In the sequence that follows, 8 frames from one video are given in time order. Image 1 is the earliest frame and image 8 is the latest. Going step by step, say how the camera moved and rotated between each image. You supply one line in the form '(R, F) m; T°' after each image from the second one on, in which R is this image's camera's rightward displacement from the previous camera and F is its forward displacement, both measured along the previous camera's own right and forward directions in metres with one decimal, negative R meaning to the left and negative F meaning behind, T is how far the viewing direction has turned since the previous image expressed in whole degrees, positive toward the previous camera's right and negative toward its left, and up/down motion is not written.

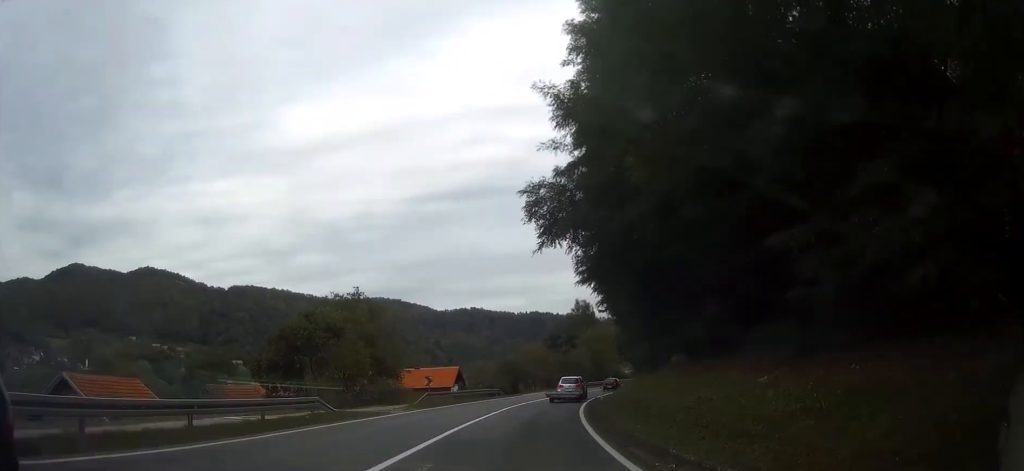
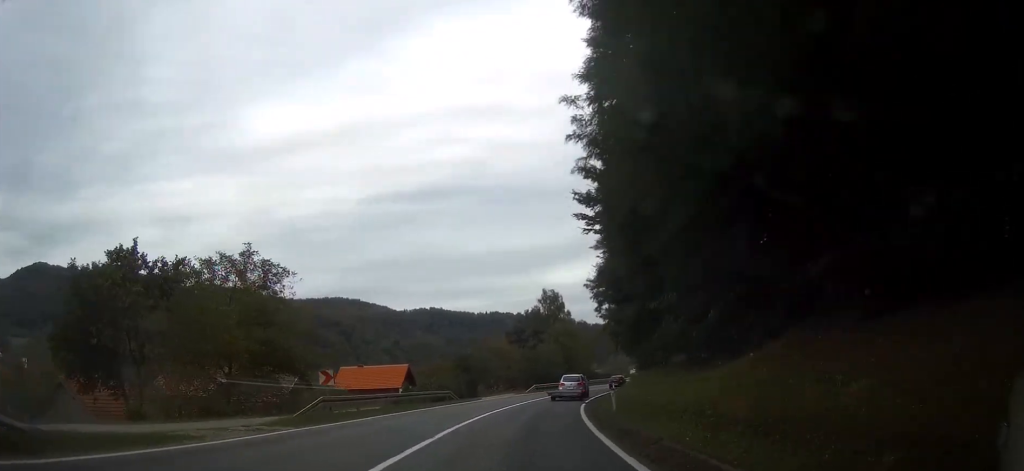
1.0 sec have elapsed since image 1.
(+0.4, +16.2) m; +3°
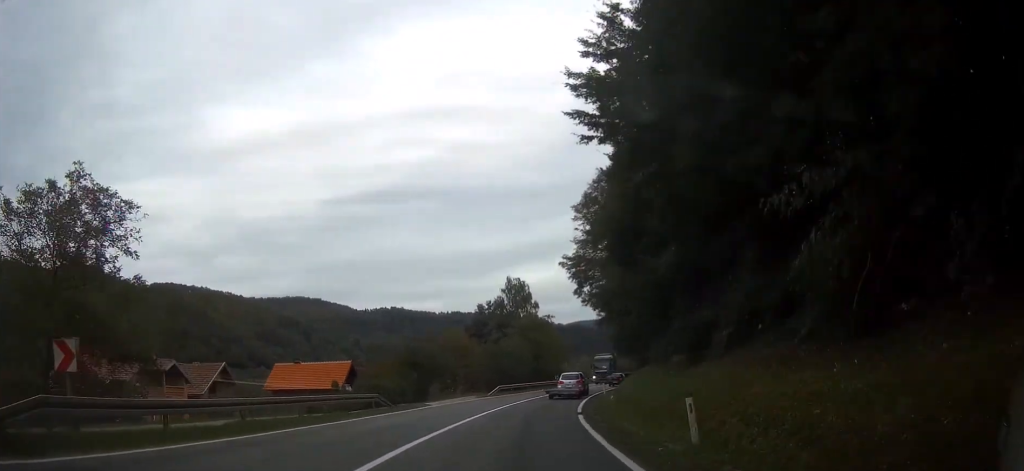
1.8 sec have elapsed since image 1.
(+0.3, +13.5) m; +3°
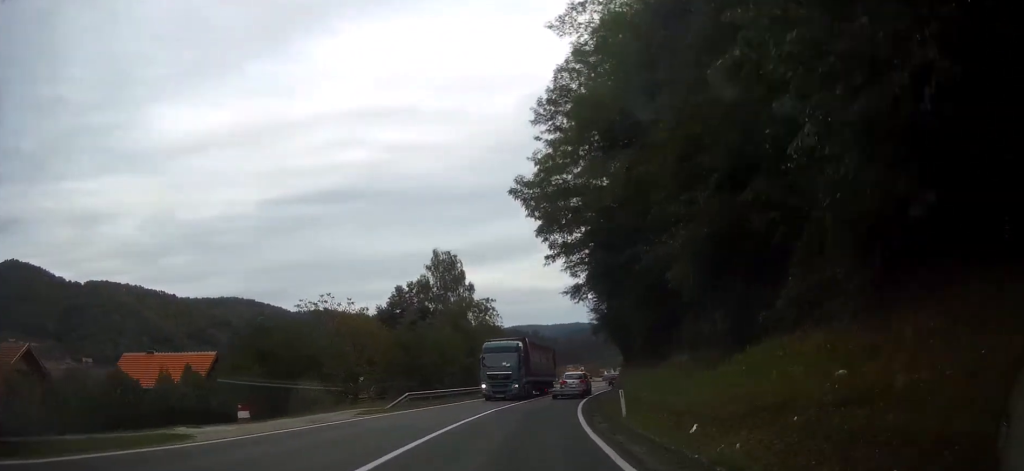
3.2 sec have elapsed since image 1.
(+1.3, +24.1) m; +5°
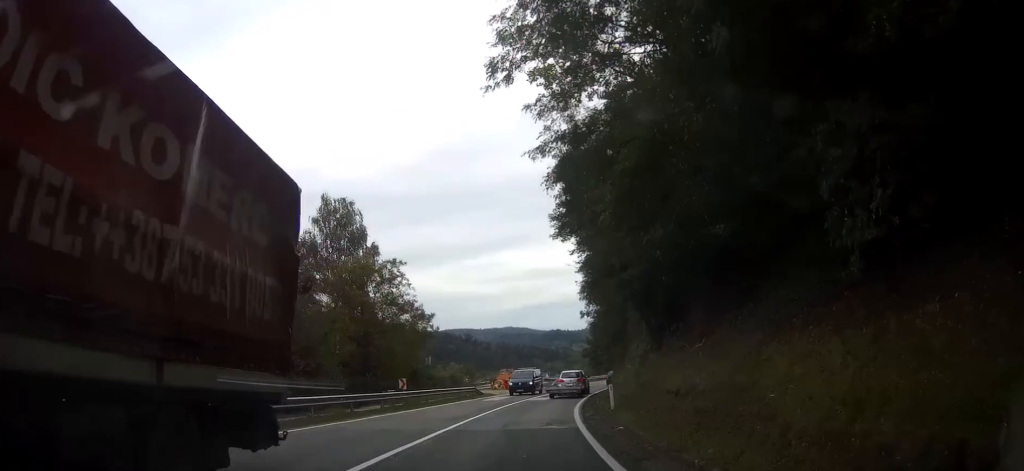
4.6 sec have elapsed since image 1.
(+1.0, +24.5) m; +5°
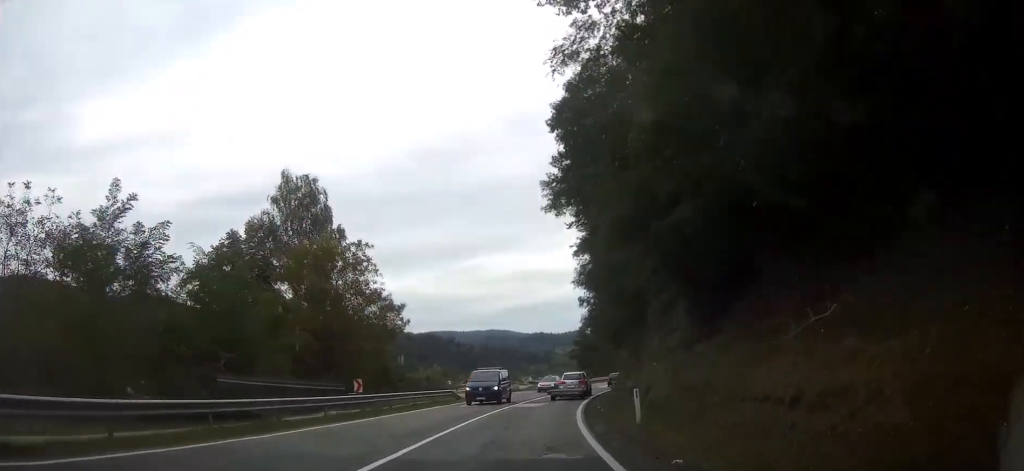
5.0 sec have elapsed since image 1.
(+0.1, +6.9) m; +1°
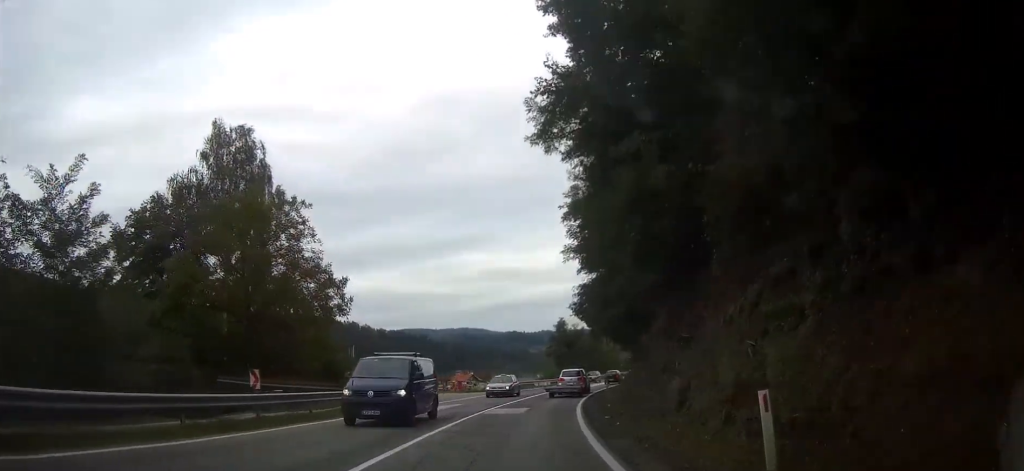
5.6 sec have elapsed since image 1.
(0.0, +9.3) m; +1°
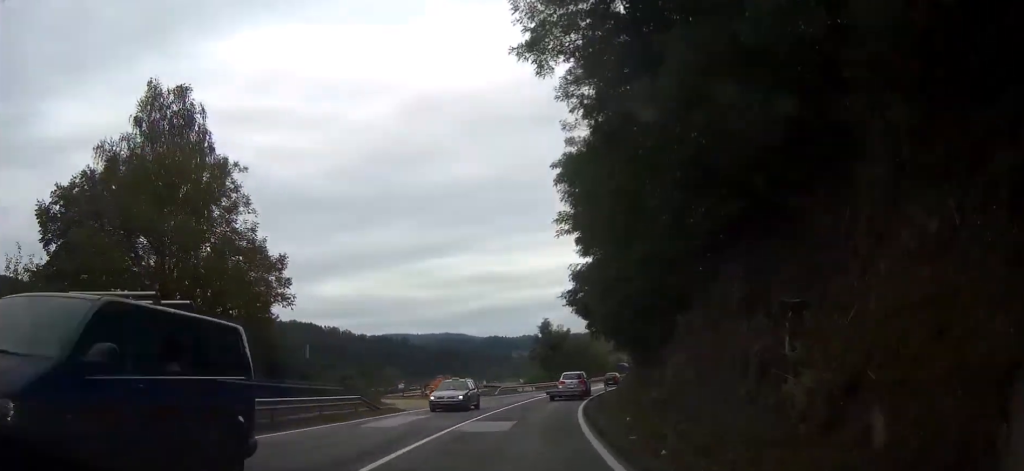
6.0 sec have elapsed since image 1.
(+0.1, +6.9) m; +1°
